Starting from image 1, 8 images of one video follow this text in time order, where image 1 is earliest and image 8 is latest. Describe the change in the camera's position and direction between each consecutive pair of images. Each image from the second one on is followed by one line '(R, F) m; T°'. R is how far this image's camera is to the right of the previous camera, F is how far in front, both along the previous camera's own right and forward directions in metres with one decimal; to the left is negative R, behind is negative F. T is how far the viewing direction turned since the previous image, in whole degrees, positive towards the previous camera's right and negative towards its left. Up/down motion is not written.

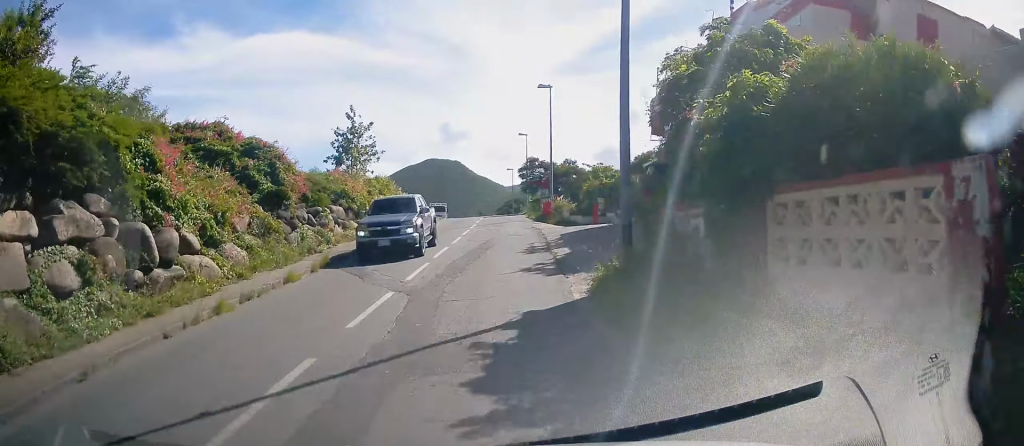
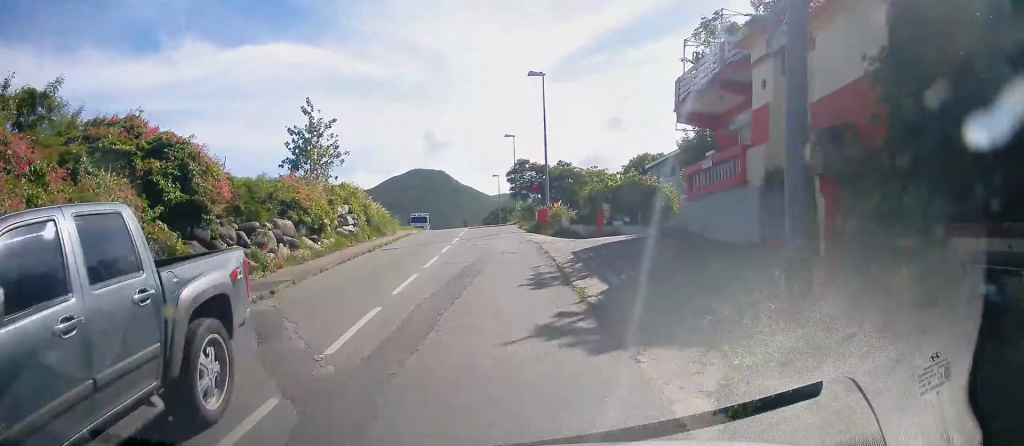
(0.0, +5.3) m; 0°
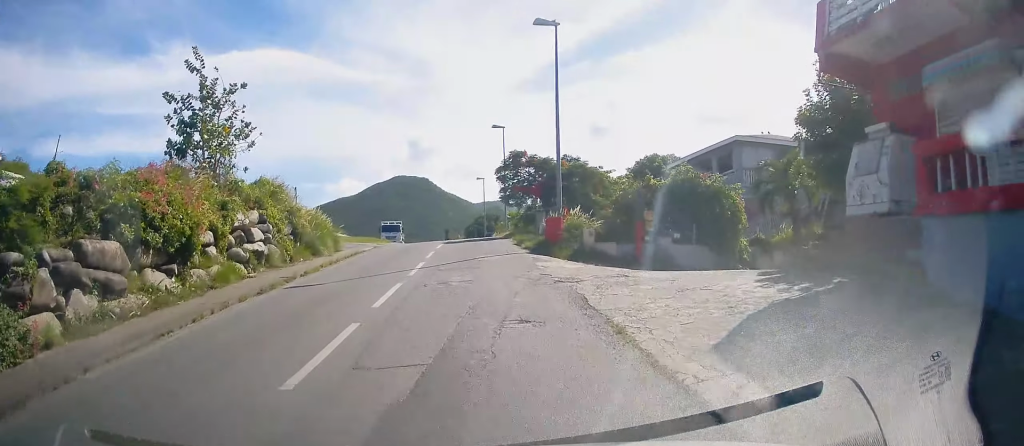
(0.0, +9.8) m; +1°
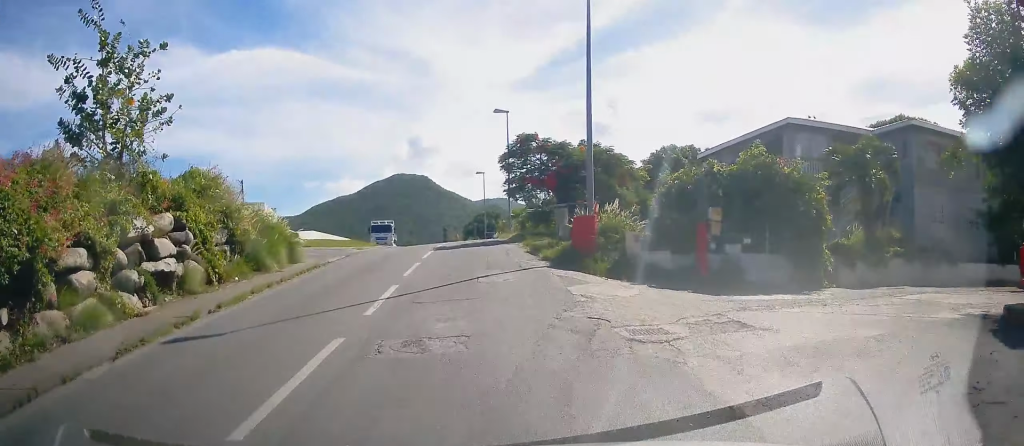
(+0.1, +5.5) m; +1°
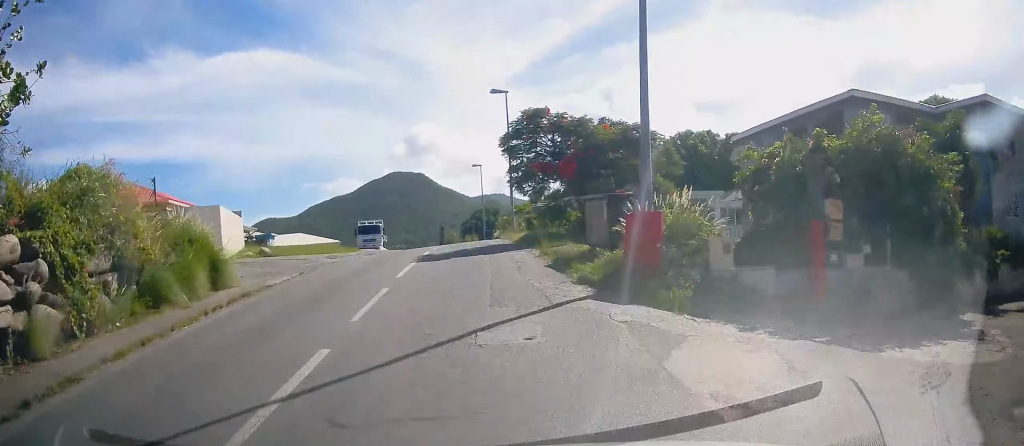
(0.0, +5.2) m; 0°
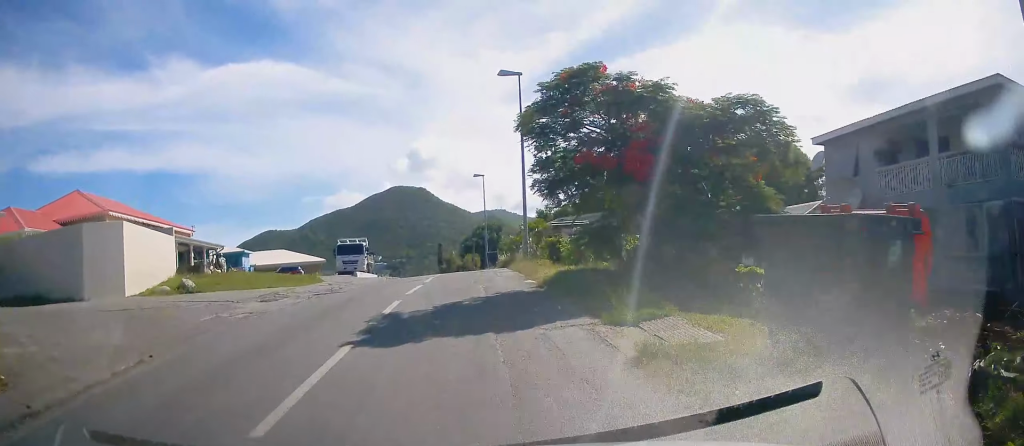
(0.0, +7.9) m; -1°
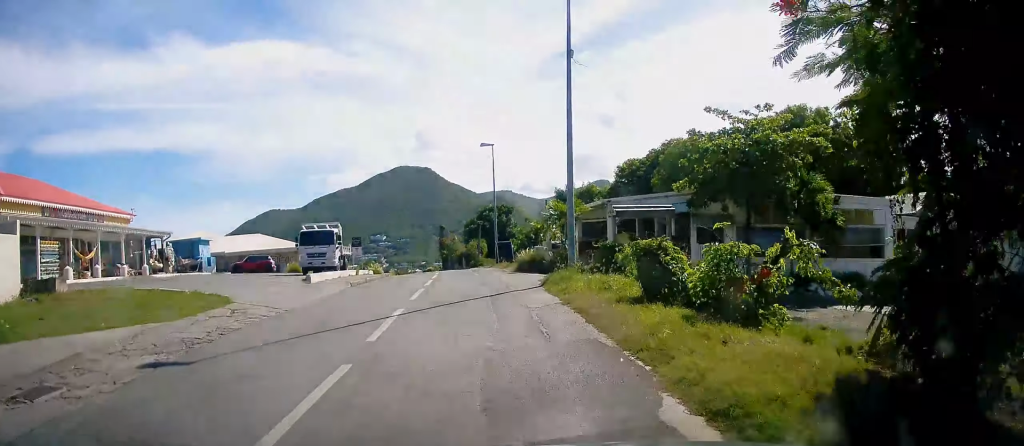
(-0.2, +10.1) m; 0°
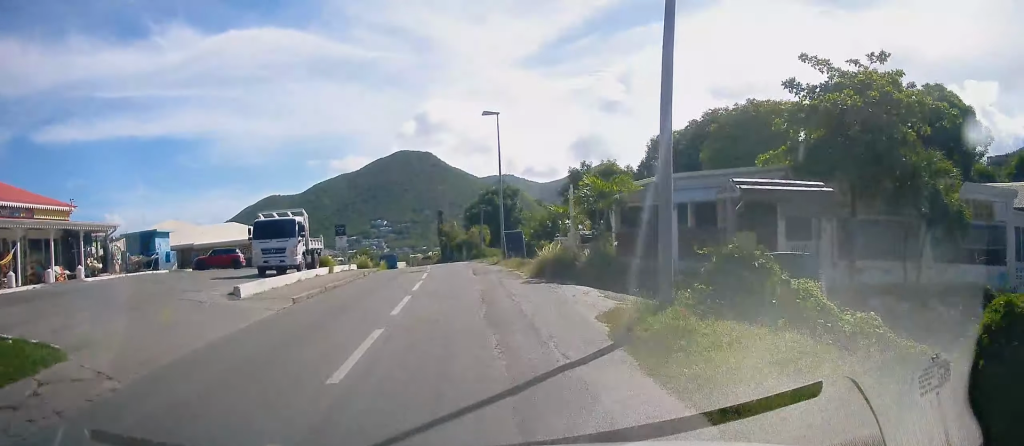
(+0.2, +6.9) m; +2°
